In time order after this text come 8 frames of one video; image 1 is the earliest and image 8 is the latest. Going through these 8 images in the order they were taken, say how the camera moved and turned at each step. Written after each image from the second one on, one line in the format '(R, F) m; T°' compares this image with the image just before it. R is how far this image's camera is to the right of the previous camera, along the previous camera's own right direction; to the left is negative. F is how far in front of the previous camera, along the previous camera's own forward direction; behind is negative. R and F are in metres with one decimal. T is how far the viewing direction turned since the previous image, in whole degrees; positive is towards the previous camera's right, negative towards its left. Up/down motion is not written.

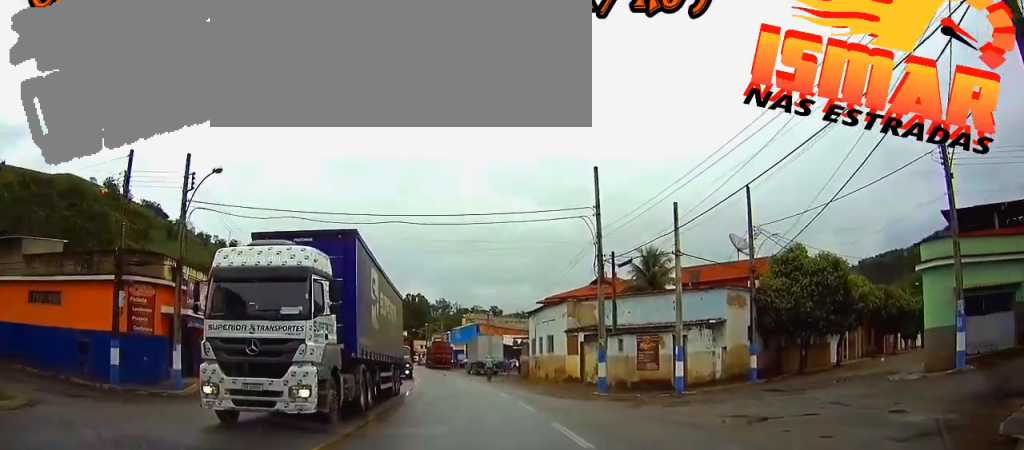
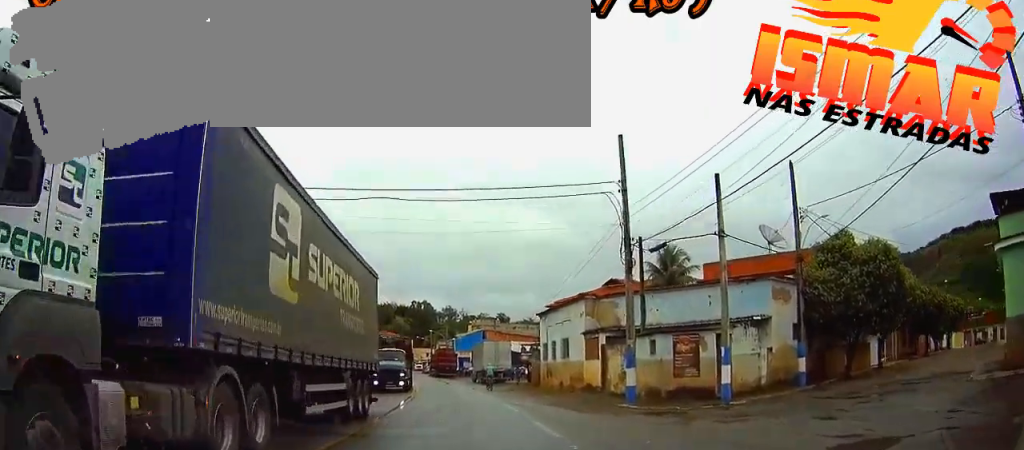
(0.0, +5.2) m; 0°
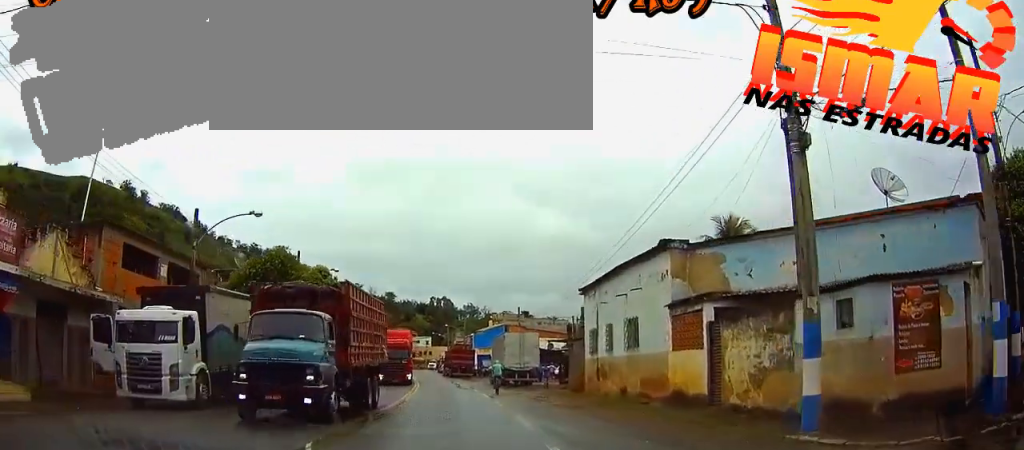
(+0.2, +14.2) m; +1°
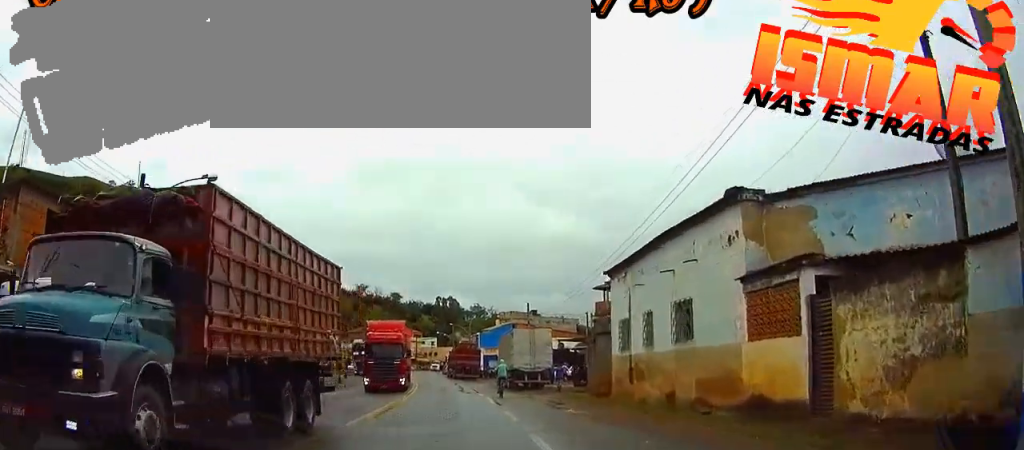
(0.0, +6.3) m; -1°
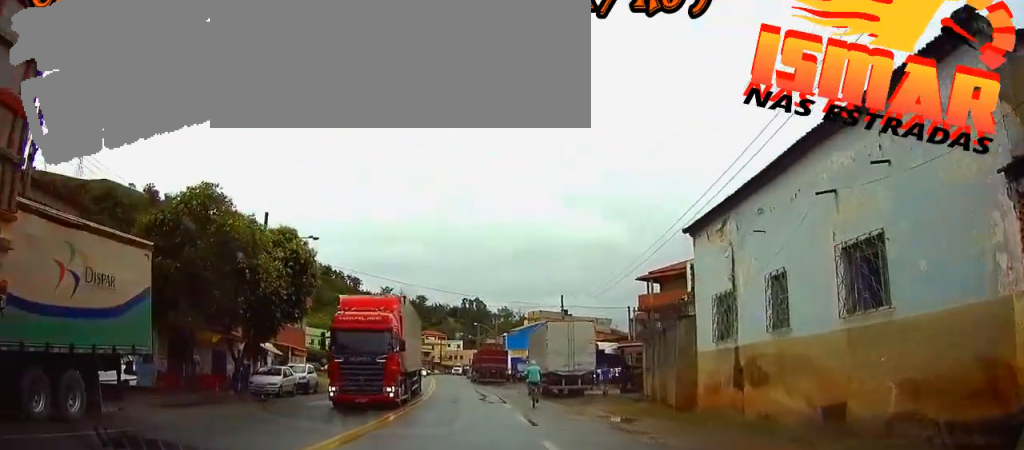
(-0.1, +9.1) m; -2°
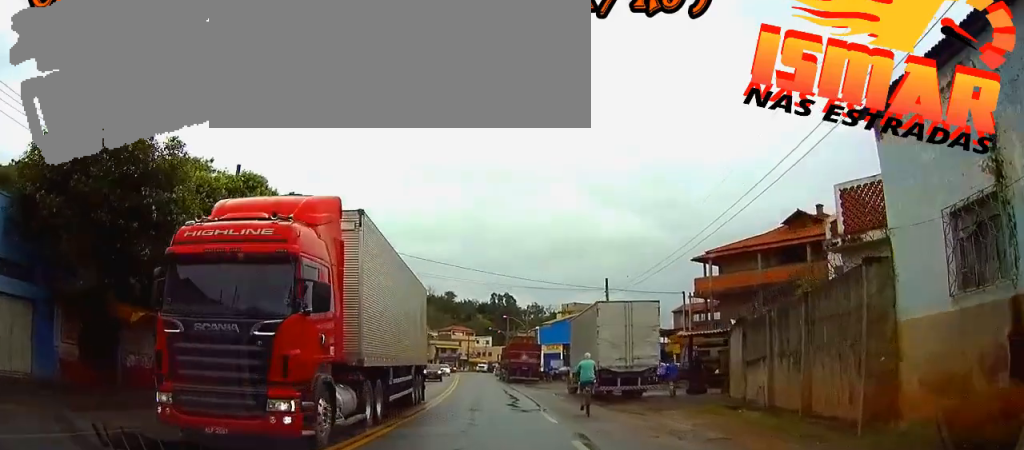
(-0.2, +9.3) m; -2°
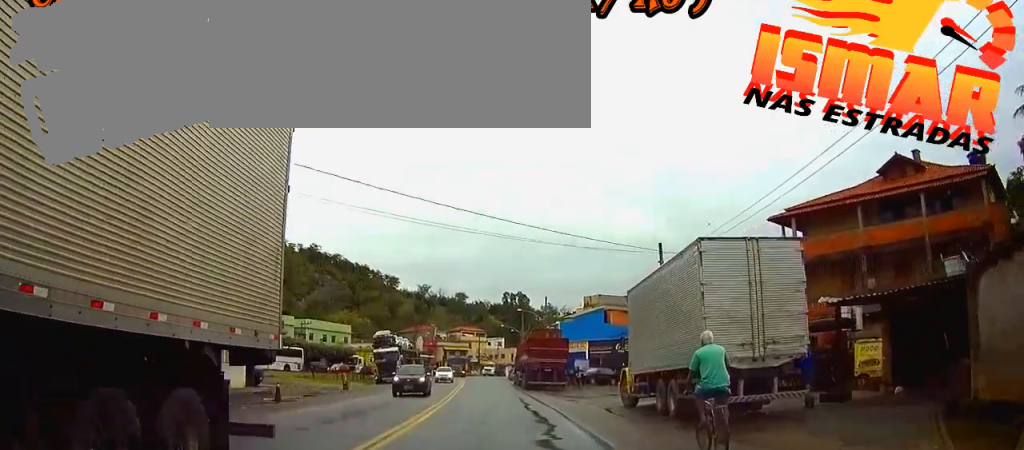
(-0.4, +13.7) m; -2°
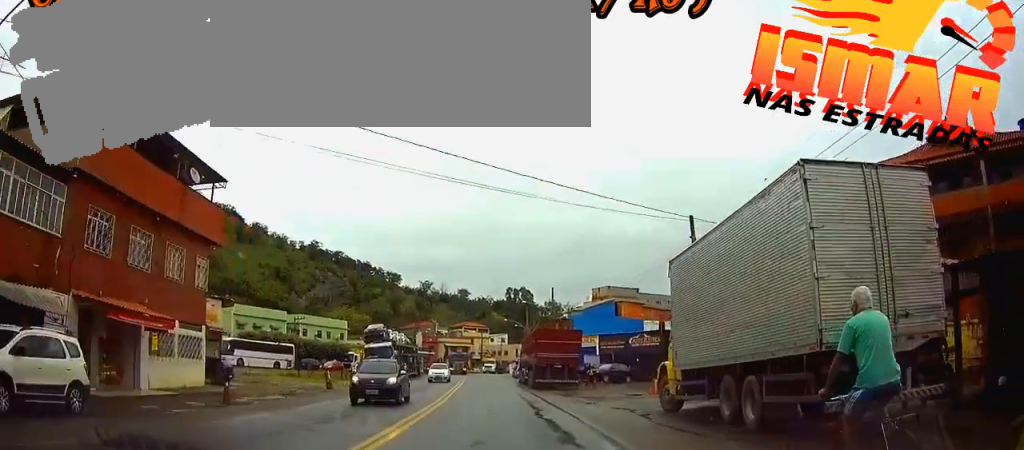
(0.0, +5.5) m; -1°
